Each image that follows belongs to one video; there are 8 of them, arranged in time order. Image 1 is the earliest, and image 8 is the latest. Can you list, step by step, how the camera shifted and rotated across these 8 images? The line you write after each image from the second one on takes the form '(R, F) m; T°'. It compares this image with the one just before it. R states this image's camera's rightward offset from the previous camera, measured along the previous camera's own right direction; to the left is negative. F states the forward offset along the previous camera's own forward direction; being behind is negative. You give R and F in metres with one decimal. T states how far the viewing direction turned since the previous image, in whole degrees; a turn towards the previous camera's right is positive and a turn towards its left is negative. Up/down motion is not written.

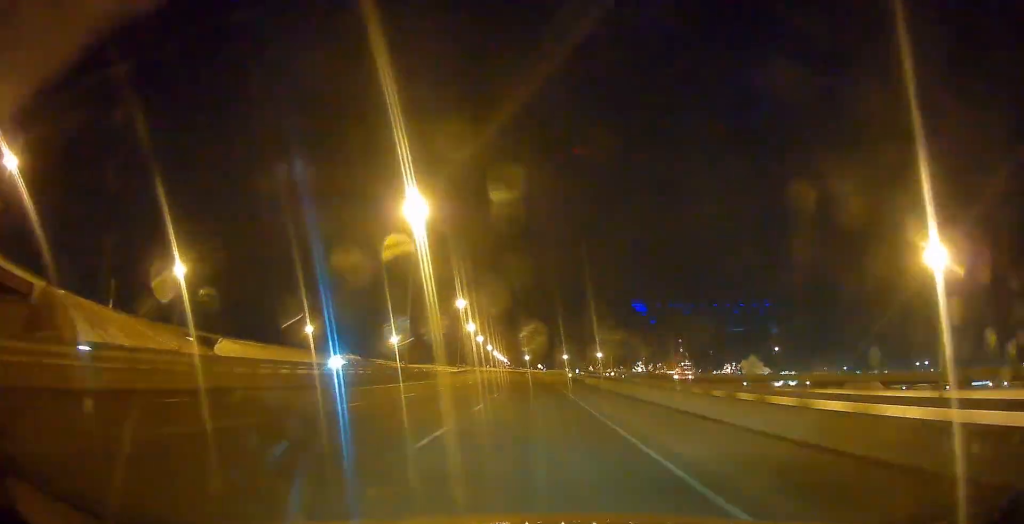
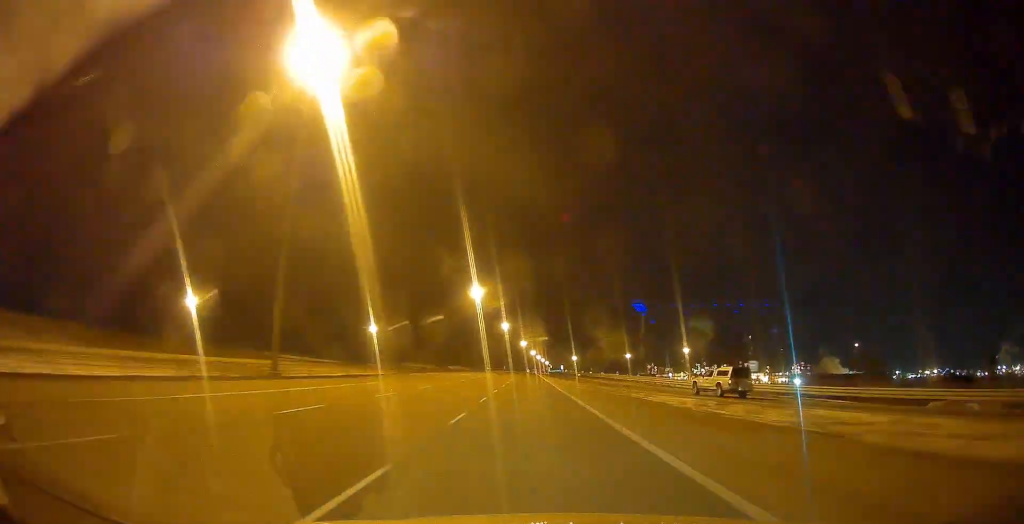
(-5.2, +257.1) m; -2°
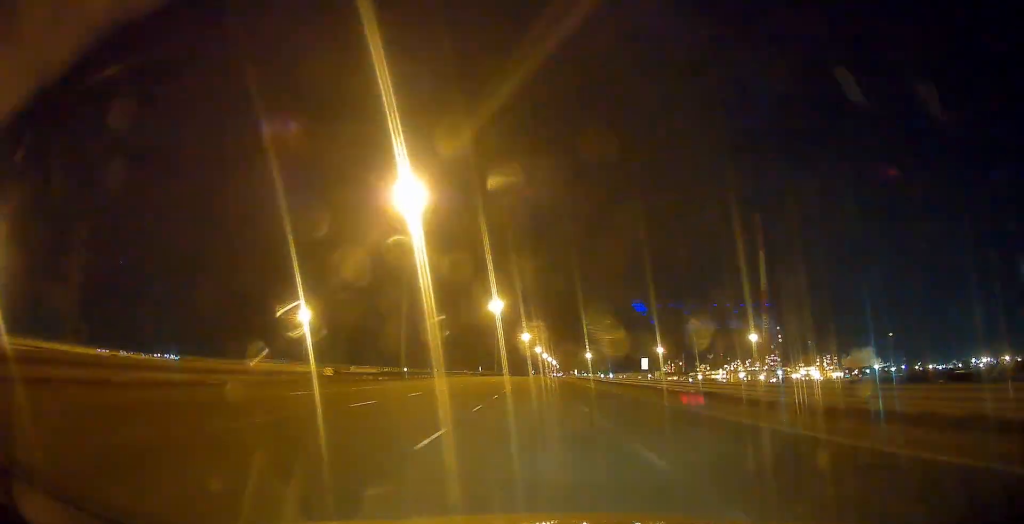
(-1.4, +199.3) m; -1°
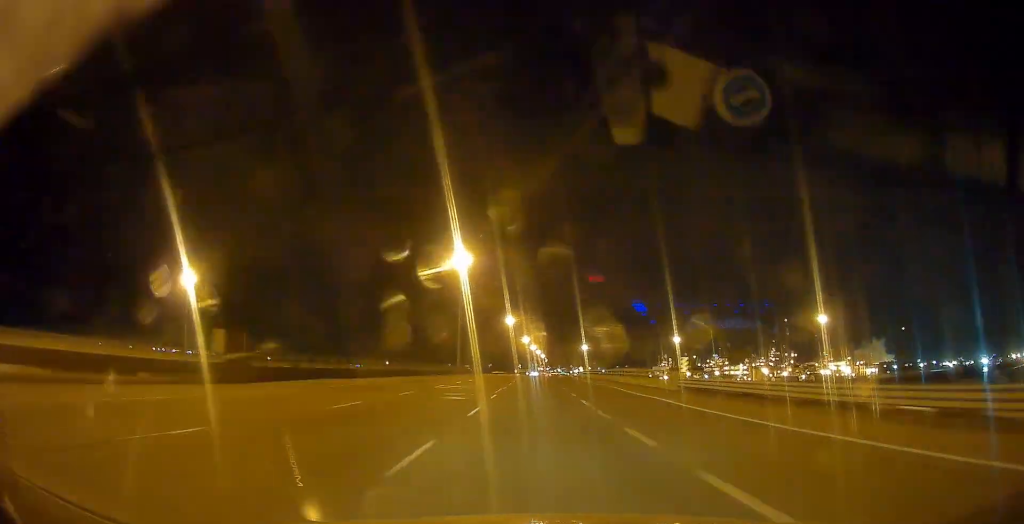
(-1.3, +161.9) m; 0°
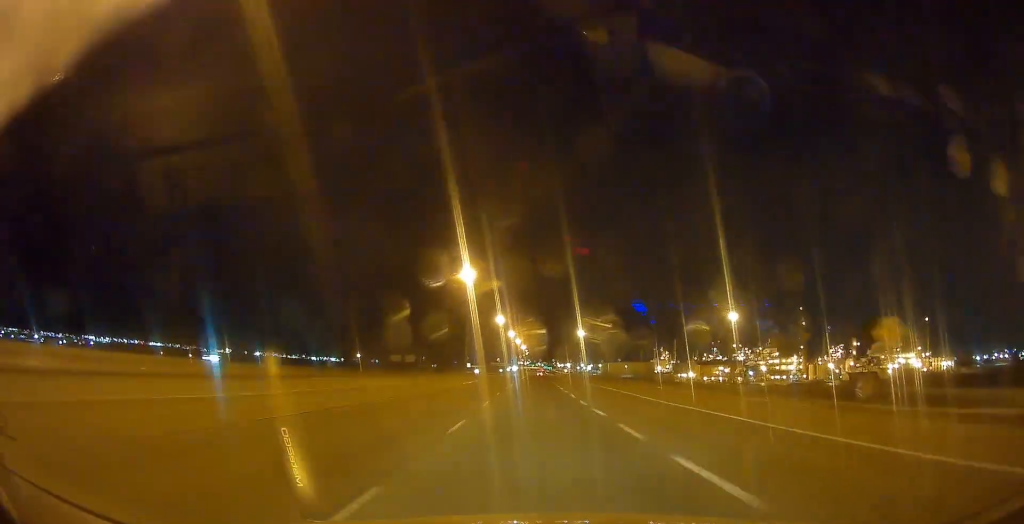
(-1.2, +232.7) m; +1°
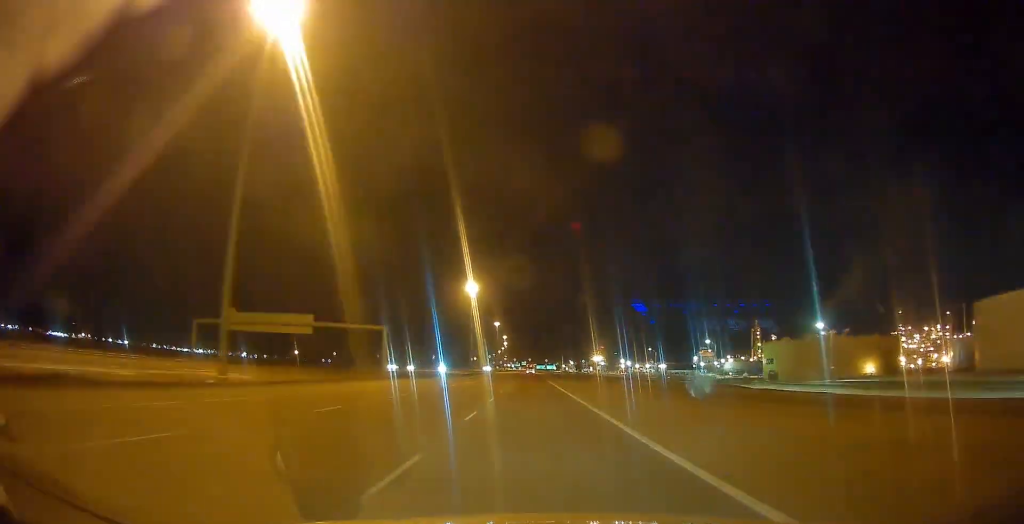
(+15.6, +679.1) m; +1°
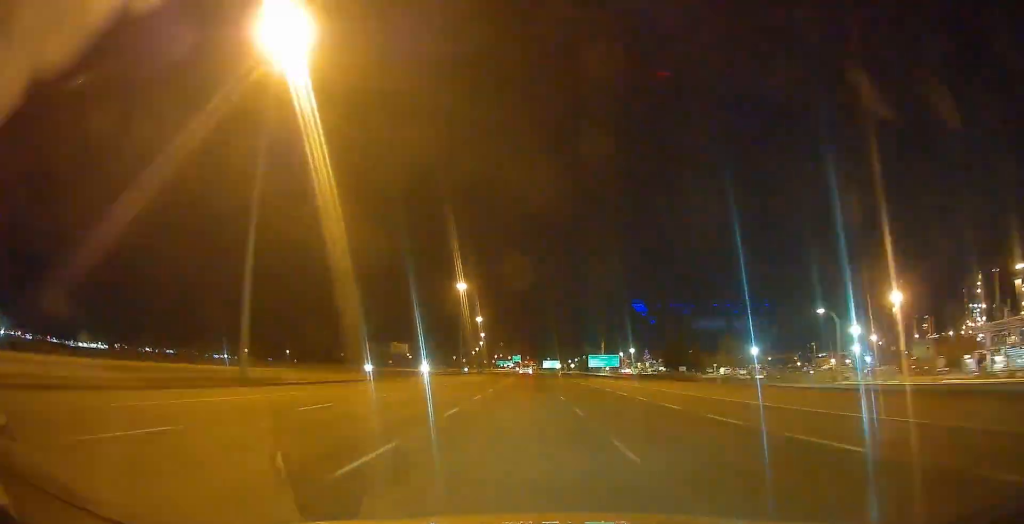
(-0.6, +382.2) m; -1°
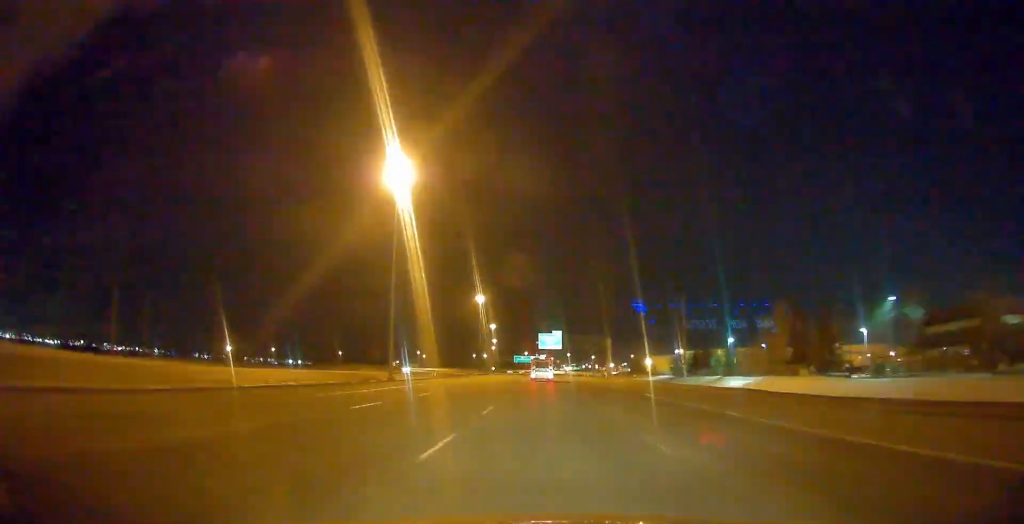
(-6.5, +331.8) m; -2°
